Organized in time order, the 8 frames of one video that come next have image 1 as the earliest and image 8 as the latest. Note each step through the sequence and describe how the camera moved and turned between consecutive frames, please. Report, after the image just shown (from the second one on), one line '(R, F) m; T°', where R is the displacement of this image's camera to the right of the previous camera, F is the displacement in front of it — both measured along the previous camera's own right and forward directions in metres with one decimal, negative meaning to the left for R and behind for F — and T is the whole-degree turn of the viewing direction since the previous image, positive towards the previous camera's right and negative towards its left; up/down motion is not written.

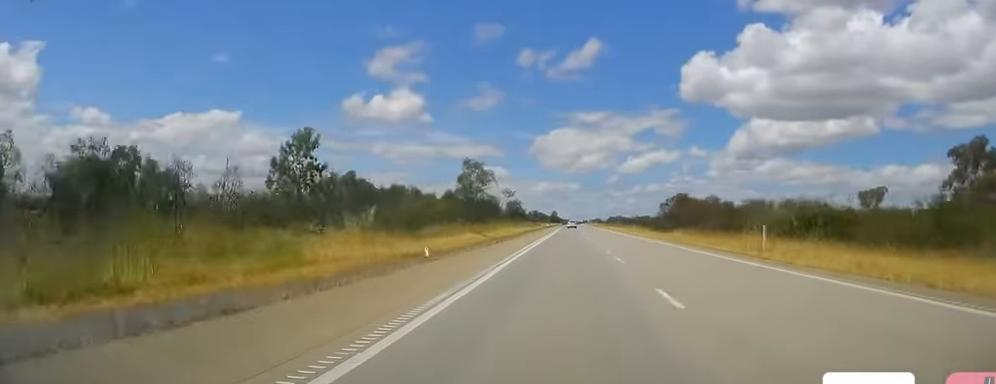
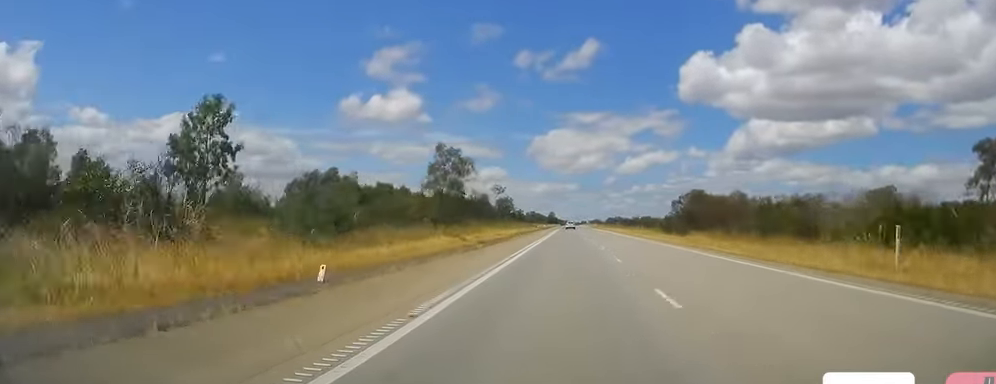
(+0.2, +11.6) m; 0°
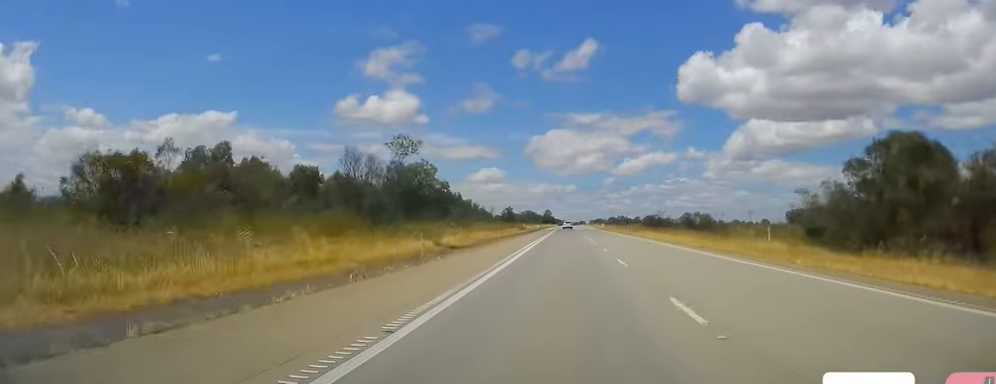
(-0.5, +49.5) m; -1°
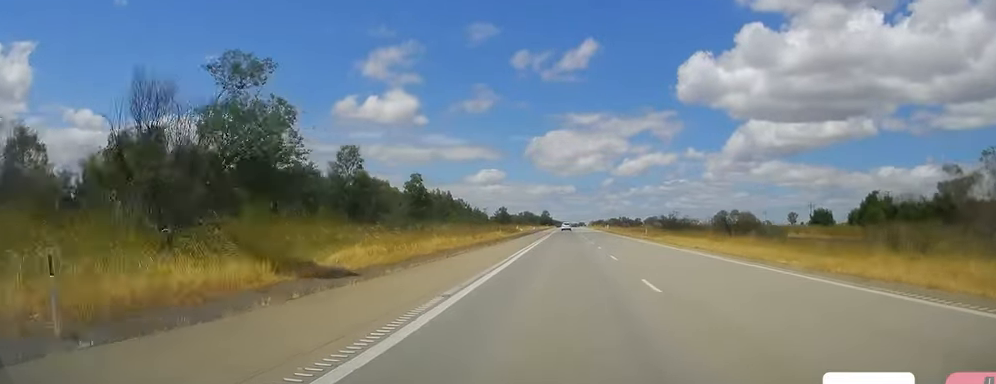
(-0.4, +19.3) m; +1°
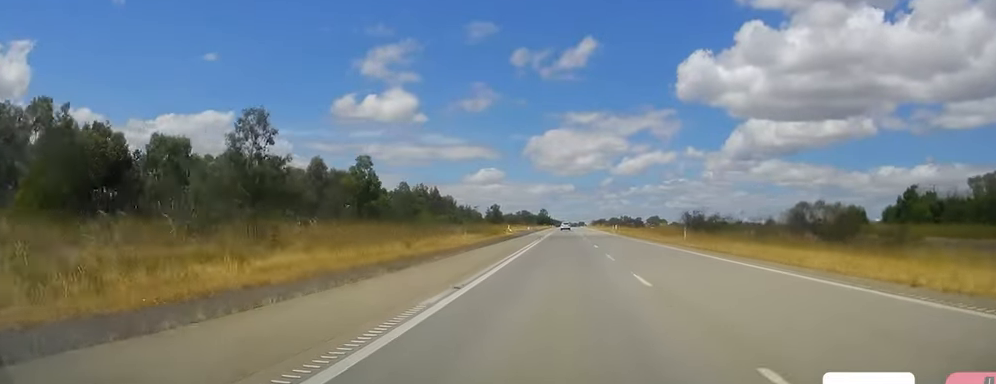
(+0.8, +22.1) m; +1°
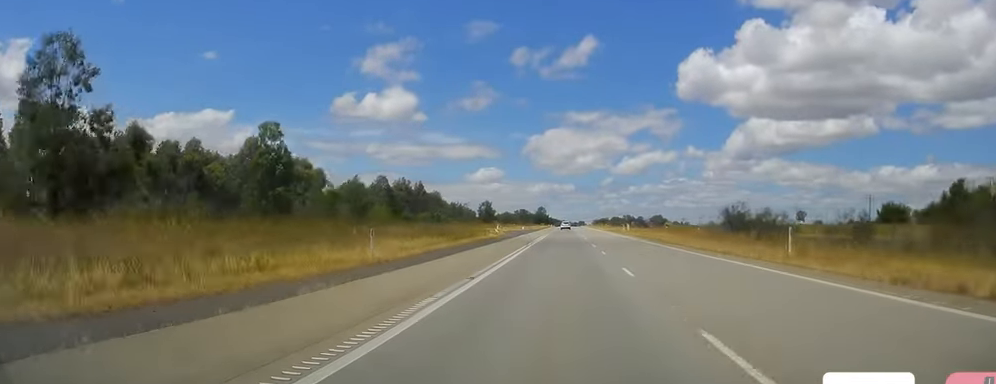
(+0.1, +21.2) m; 0°
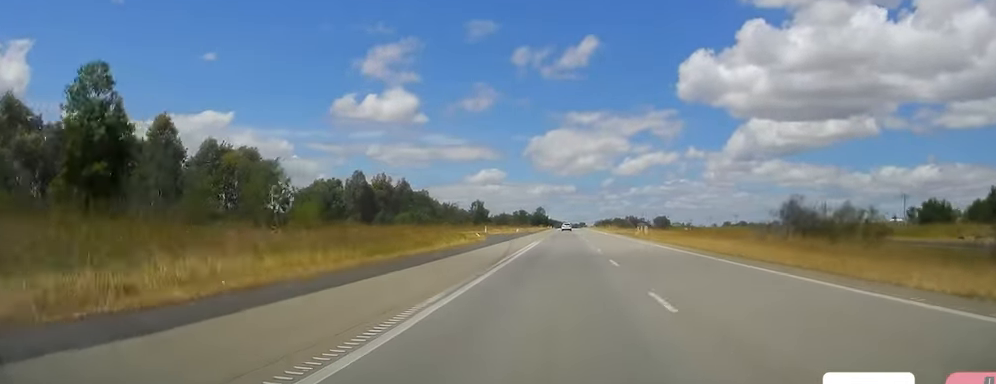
(-0.4, +18.4) m; 0°
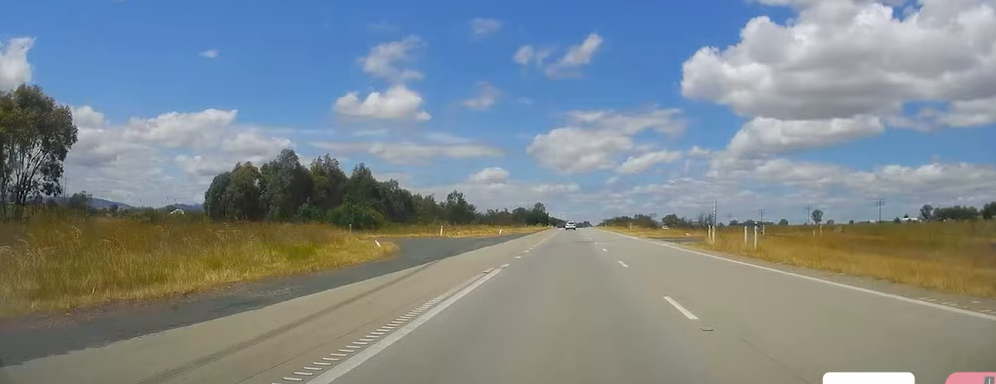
(-0.2, +36.9) m; -2°
